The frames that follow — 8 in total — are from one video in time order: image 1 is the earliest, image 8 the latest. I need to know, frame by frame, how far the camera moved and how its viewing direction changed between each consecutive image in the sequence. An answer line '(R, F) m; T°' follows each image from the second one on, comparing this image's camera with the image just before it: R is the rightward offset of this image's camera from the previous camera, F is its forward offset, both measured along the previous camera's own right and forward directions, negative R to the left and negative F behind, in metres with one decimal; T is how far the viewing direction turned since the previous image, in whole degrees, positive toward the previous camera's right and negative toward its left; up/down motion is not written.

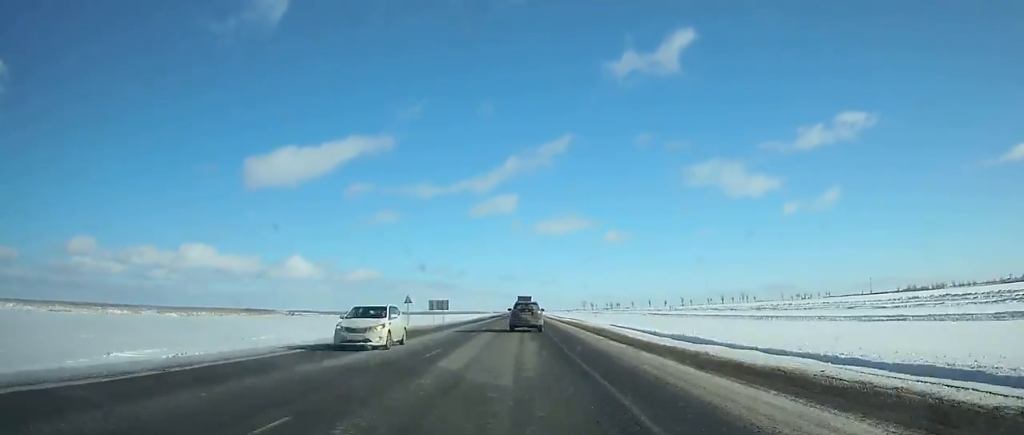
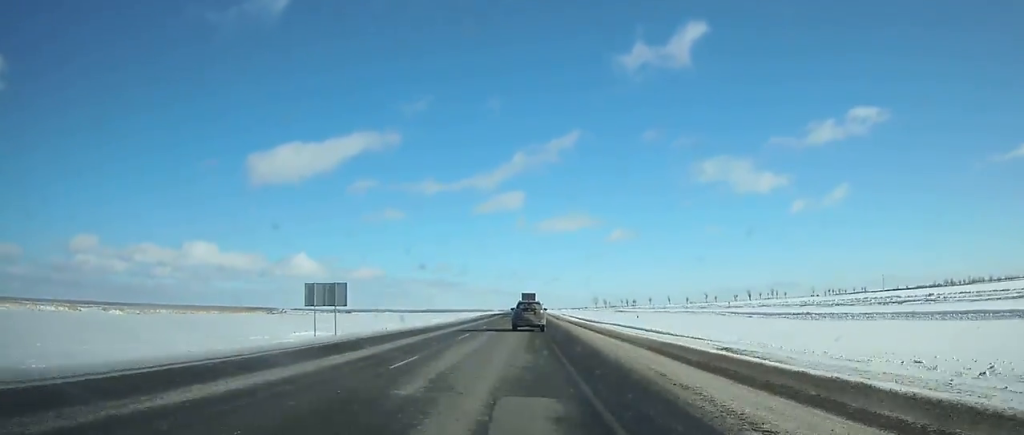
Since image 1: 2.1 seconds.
(0.0, +51.2) m; 0°
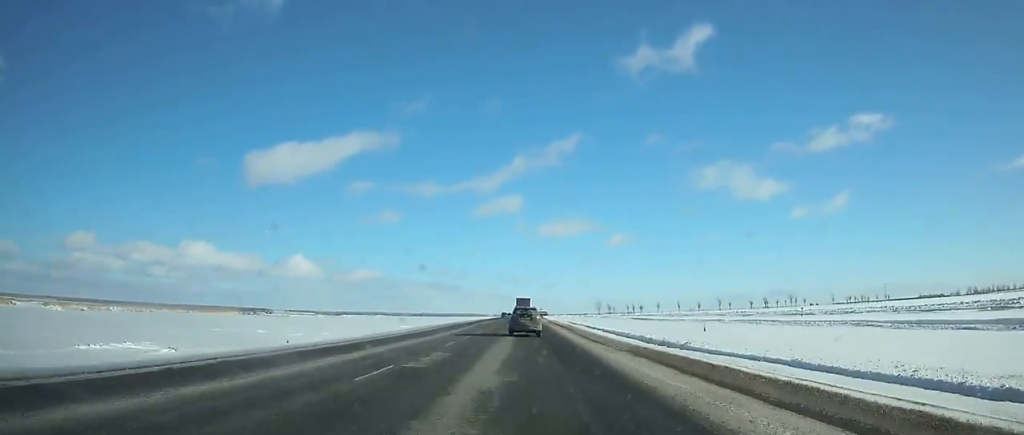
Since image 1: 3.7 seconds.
(0.0, +38.8) m; 0°
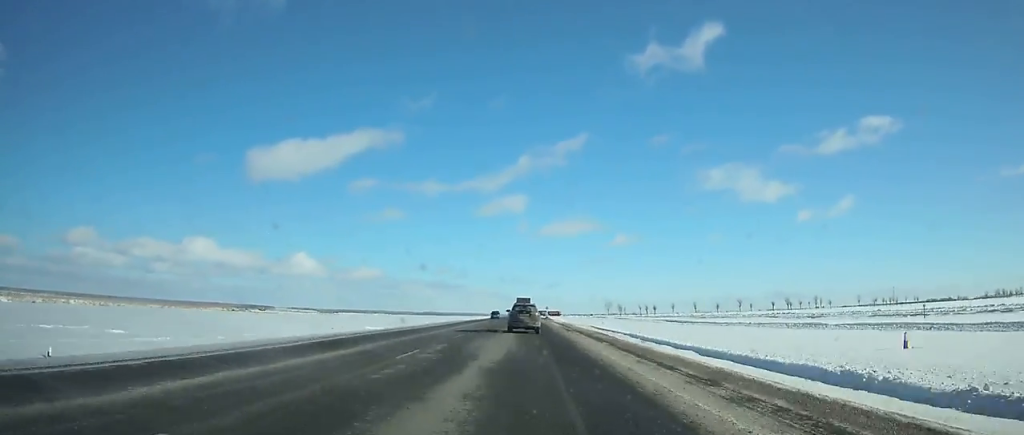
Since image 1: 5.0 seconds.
(-0.1, +31.3) m; 0°
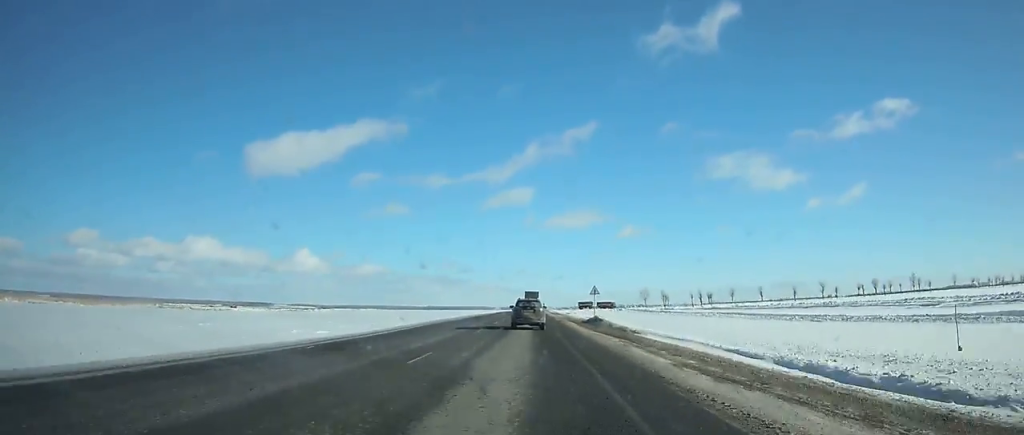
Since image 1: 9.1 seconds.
(-0.4, +97.8) m; 0°
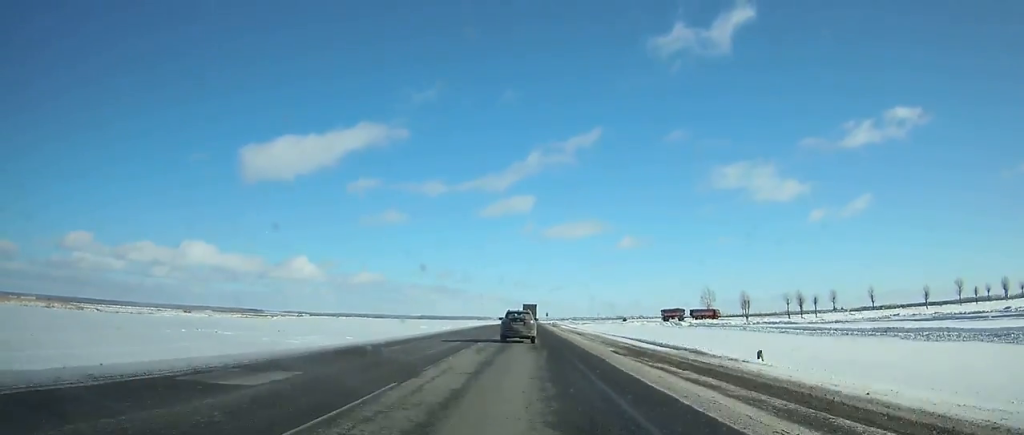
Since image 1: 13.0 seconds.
(0.0, +91.6) m; 0°
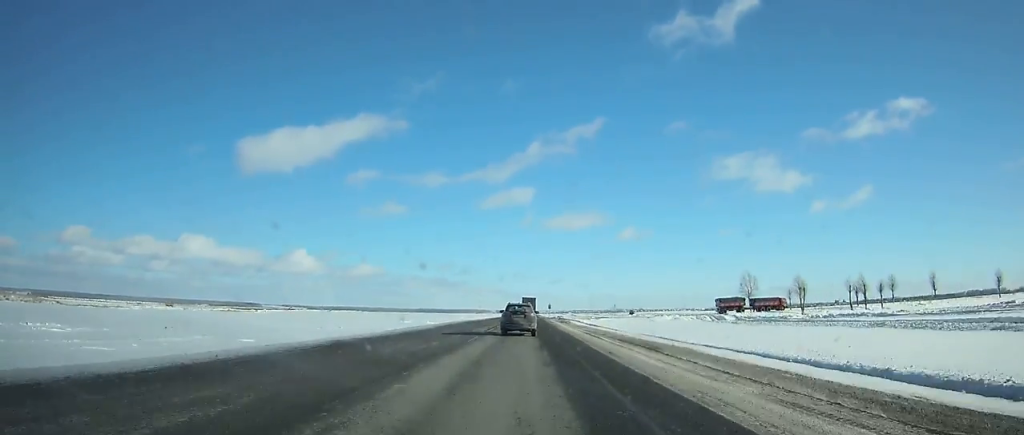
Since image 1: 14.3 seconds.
(0.0, +30.2) m; 0°
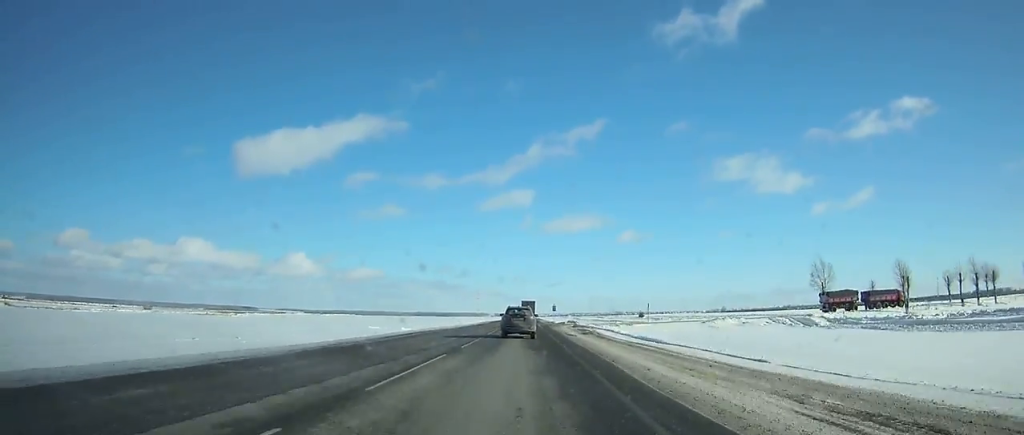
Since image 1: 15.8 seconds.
(0.0, +34.8) m; 0°
